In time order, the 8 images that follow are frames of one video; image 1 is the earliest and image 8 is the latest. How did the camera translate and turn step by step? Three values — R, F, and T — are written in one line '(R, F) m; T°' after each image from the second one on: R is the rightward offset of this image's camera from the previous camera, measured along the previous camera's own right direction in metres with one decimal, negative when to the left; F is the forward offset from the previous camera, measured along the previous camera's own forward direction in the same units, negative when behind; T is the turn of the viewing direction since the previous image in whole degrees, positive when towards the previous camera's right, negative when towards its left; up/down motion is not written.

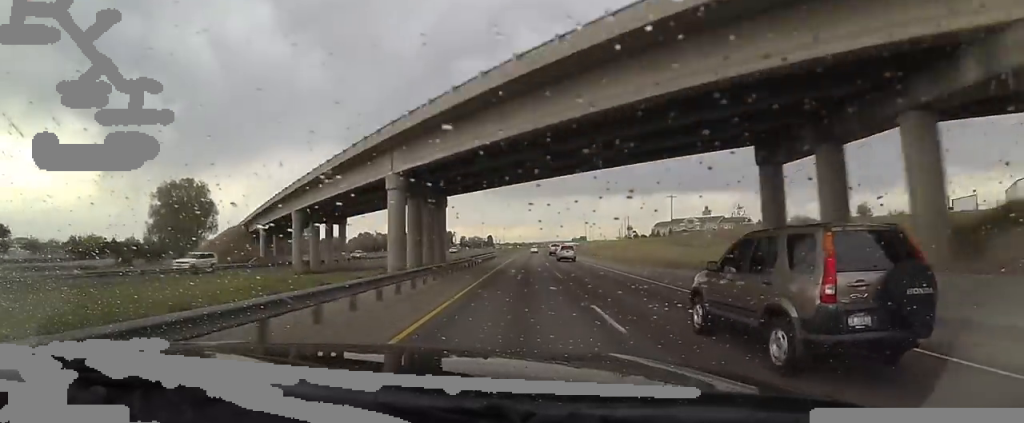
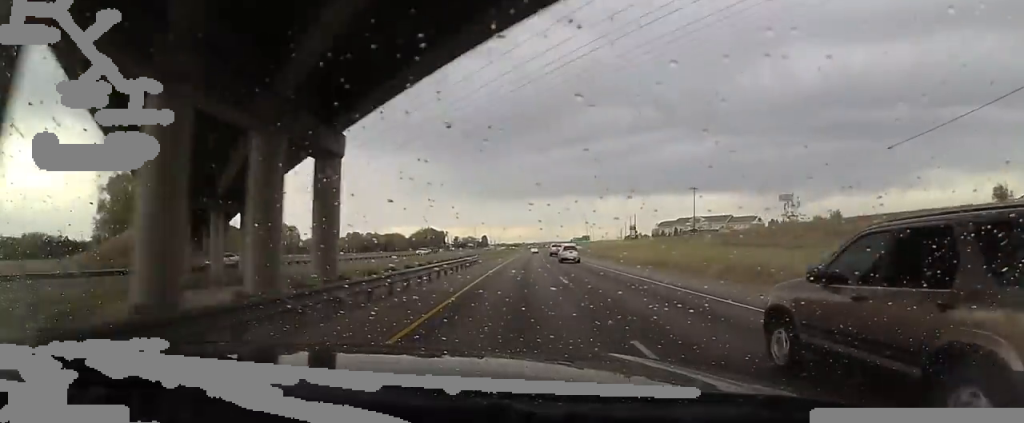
(-0.1, +20.4) m; +1°
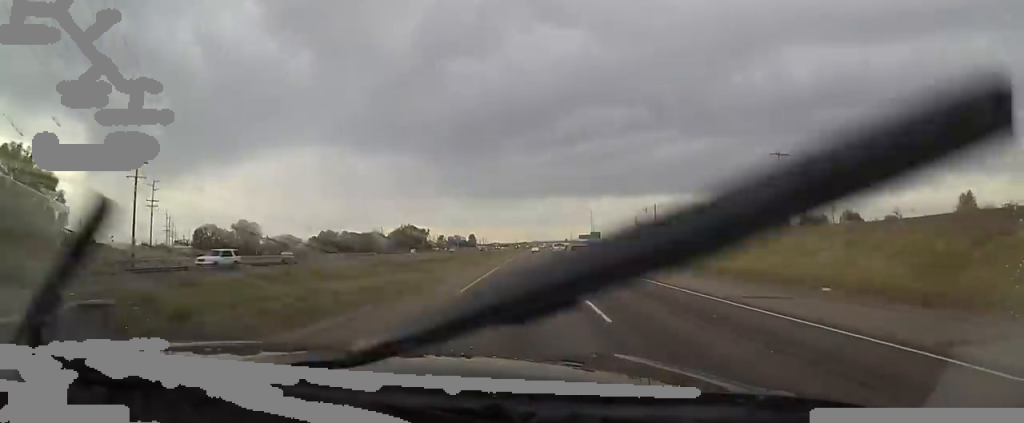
(+1.4, +41.2) m; +3°
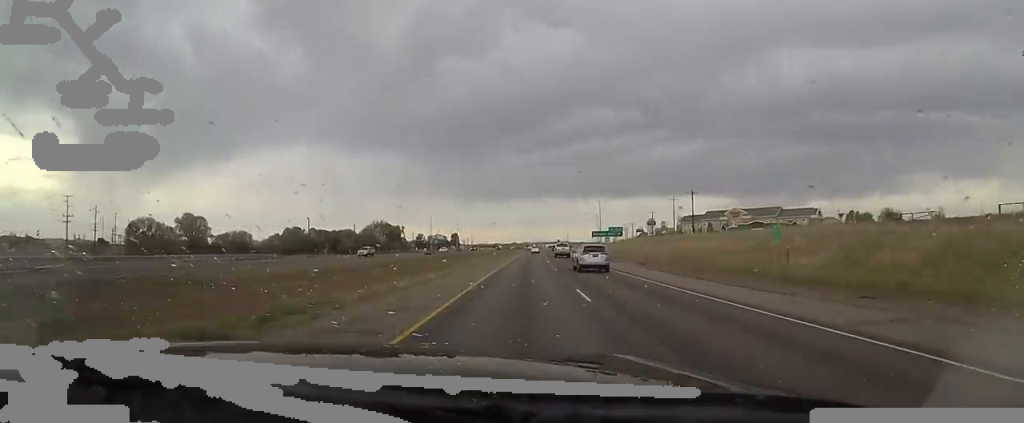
(+0.2, +41.6) m; +1°
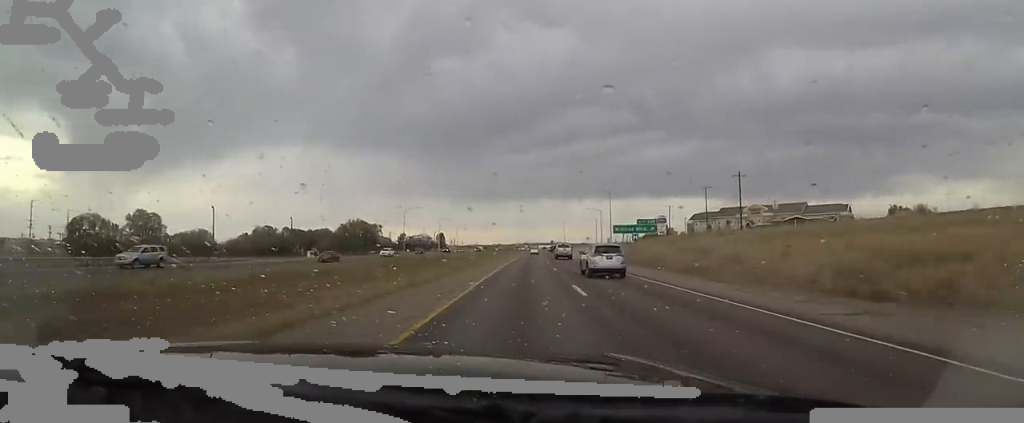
(+0.7, +27.7) m; 0°
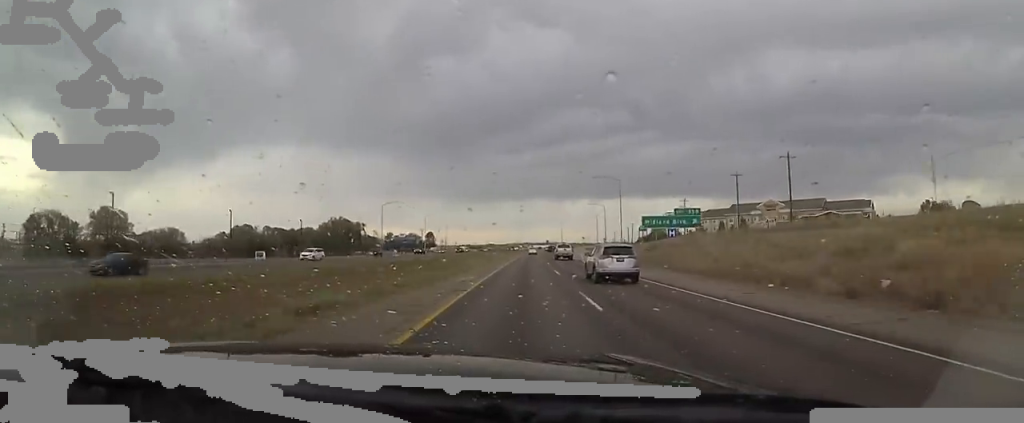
(-0.1, +17.6) m; 0°
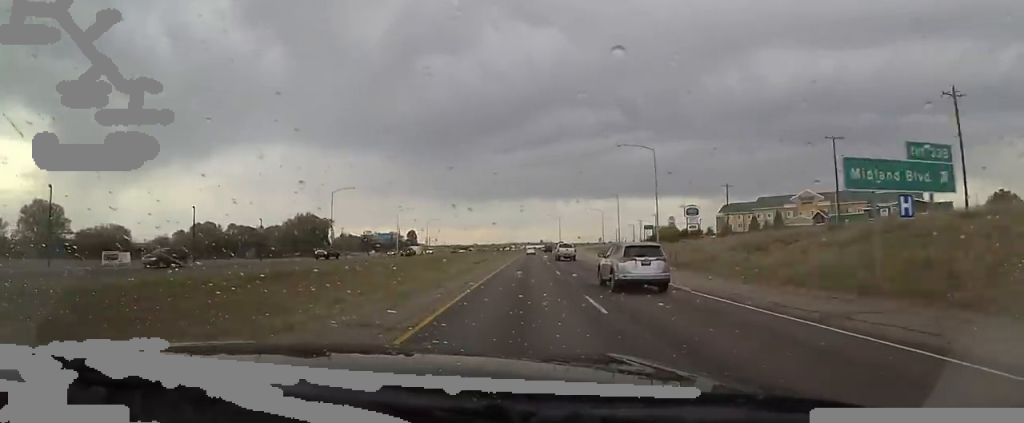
(-0.4, +30.4) m; 0°
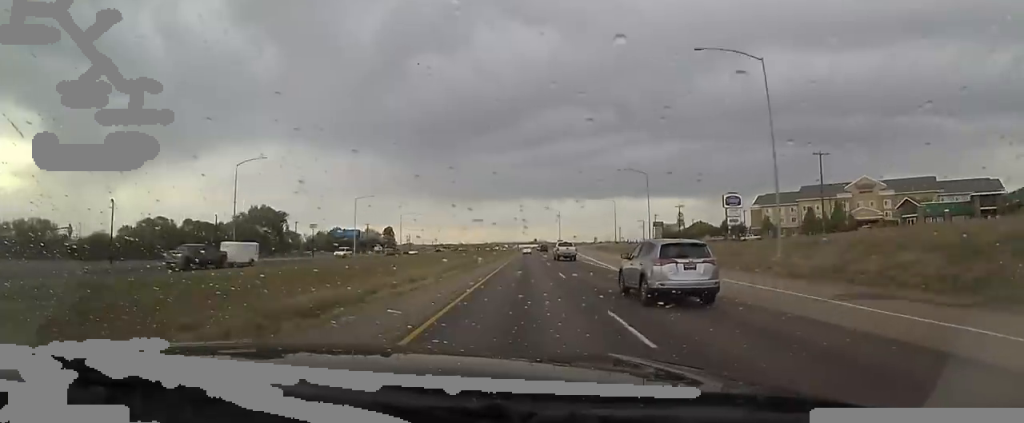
(+0.8, +34.0) m; +2°
